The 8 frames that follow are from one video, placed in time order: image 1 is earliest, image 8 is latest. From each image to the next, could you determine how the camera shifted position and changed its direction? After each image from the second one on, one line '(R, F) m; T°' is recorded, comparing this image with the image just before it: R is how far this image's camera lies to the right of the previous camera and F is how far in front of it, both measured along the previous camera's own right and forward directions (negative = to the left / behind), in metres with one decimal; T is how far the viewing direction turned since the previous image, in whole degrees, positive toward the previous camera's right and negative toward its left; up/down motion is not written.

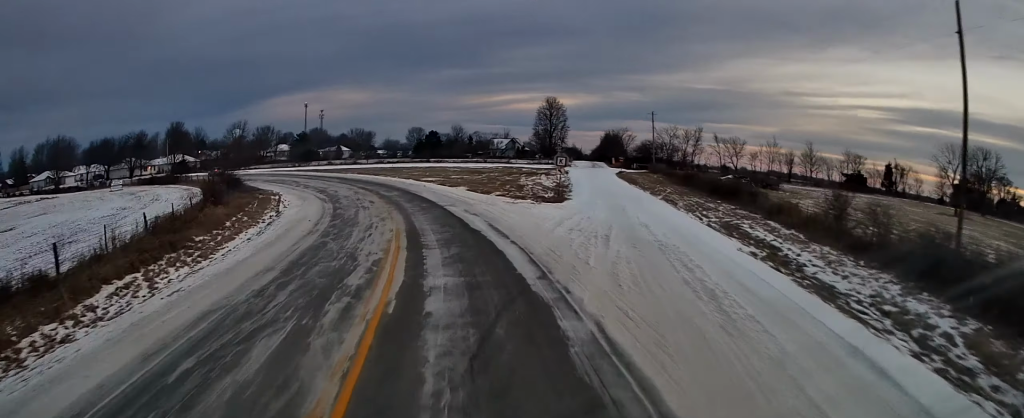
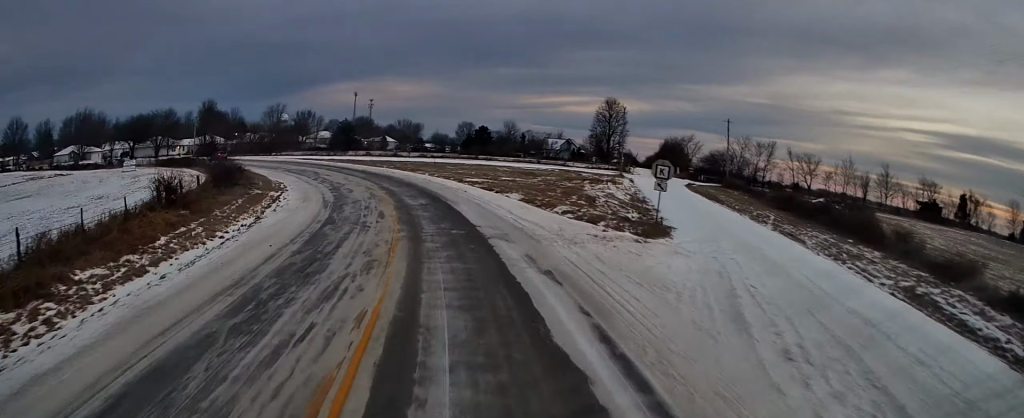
(-0.5, +11.6) m; -3°
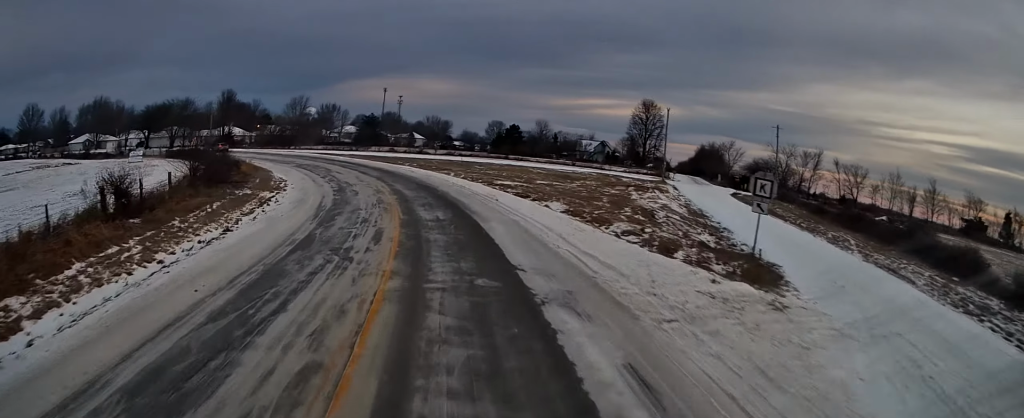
(0.0, +6.8) m; -1°
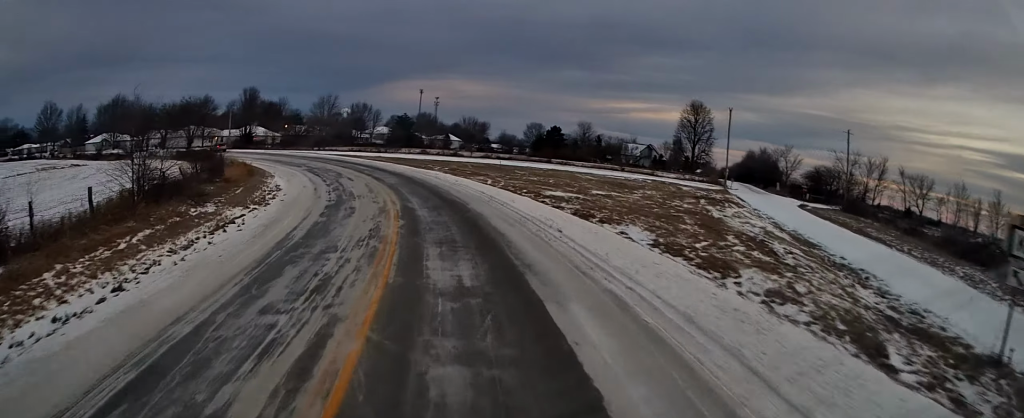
(0.0, +9.4) m; -3°
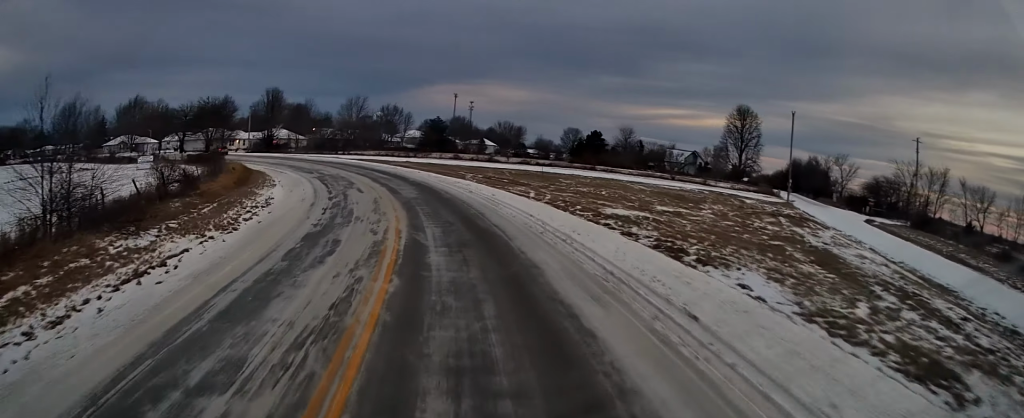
(-0.3, +7.6) m; -4°
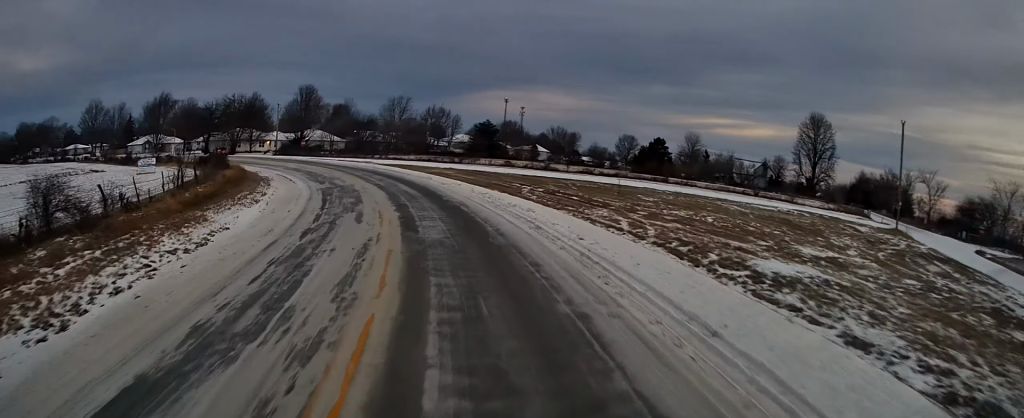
(-0.7, +11.6) m; -7°
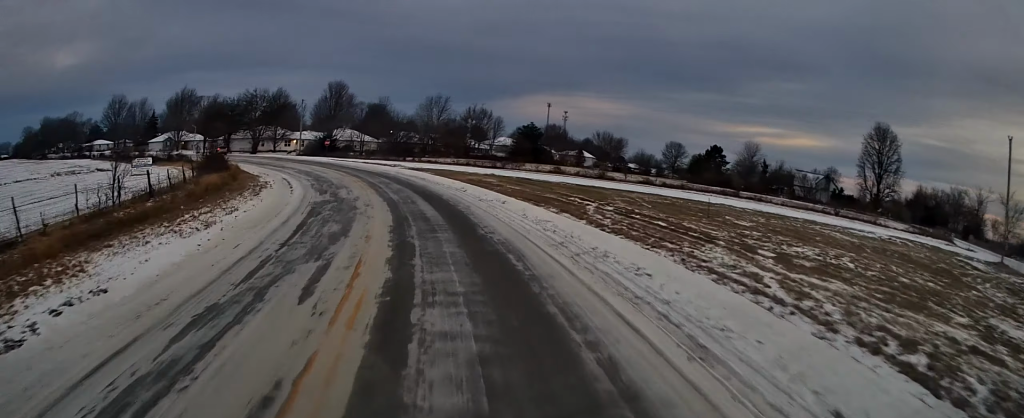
(-0.4, +9.7) m; -6°
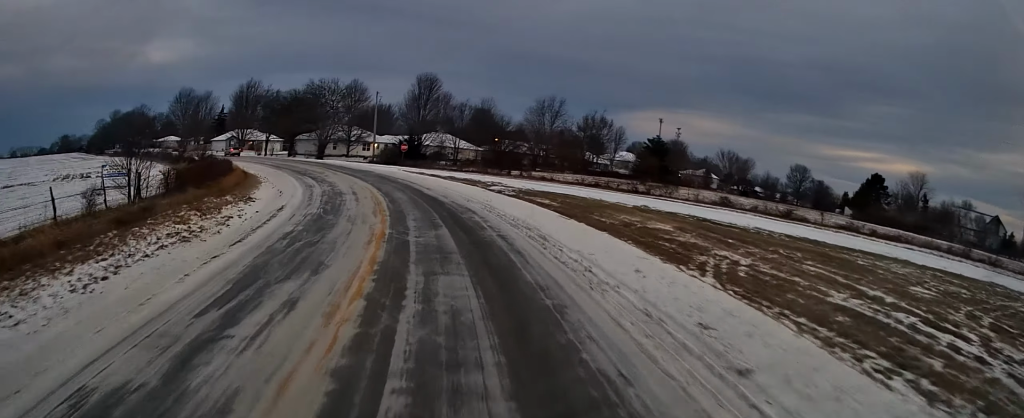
(-2.2, +21.9) m; -9°
